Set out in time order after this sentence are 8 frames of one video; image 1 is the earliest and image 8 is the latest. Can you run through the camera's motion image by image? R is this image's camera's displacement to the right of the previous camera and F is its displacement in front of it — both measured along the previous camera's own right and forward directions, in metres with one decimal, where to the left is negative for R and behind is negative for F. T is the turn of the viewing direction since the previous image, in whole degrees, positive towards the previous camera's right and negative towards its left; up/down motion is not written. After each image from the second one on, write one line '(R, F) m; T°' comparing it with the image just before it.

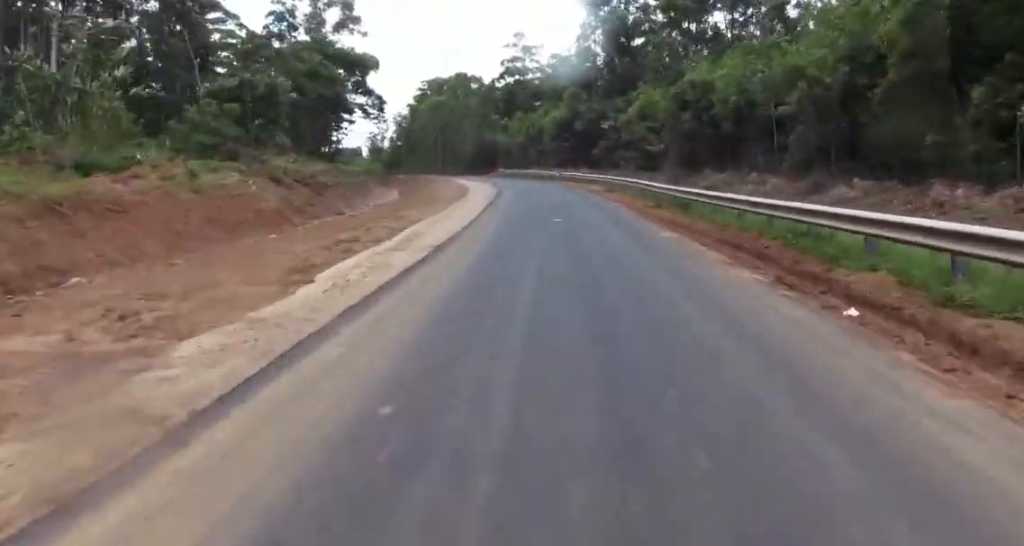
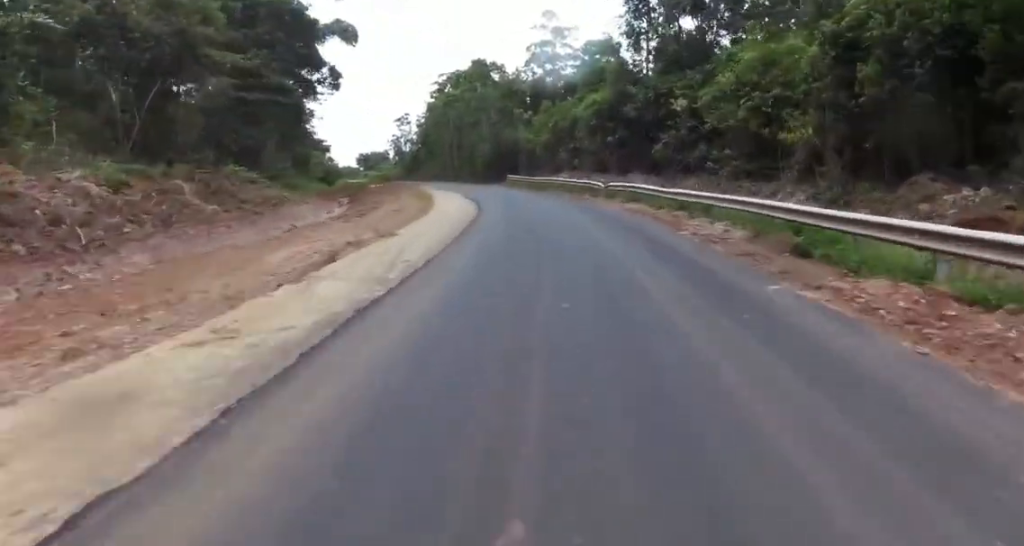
(+0.4, +22.4) m; -4°
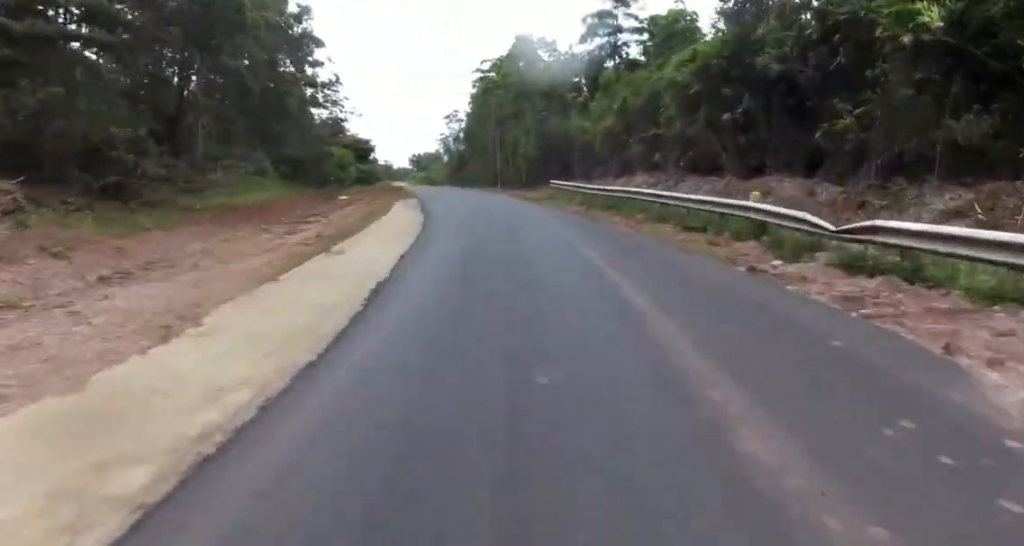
(-1.7, +21.2) m; -9°
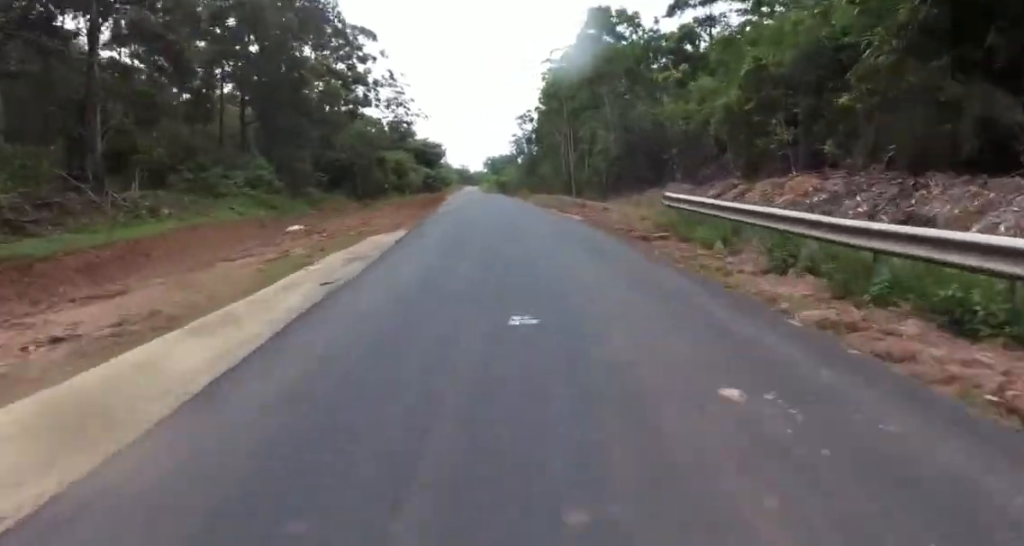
(-1.0, +16.7) m; -5°
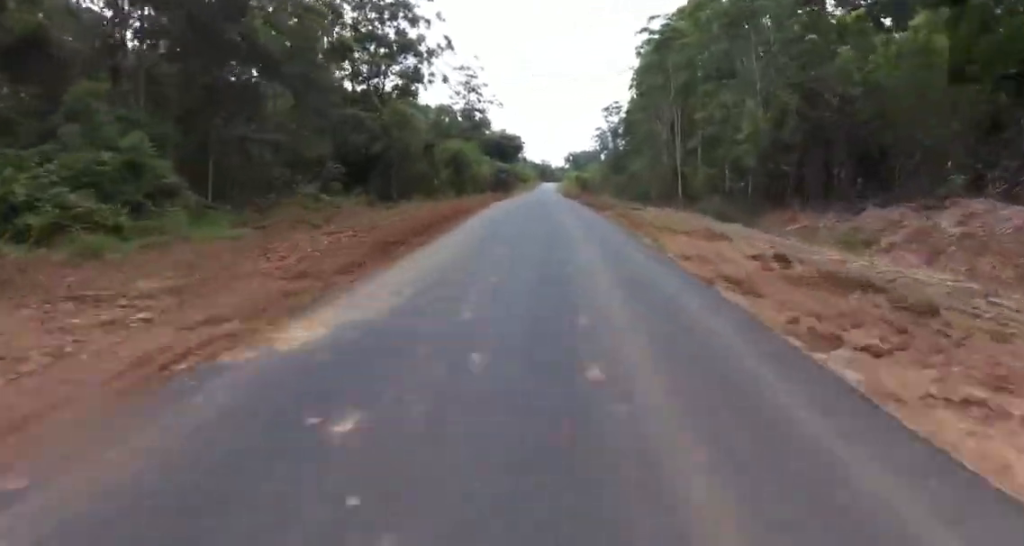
(-1.0, +24.3) m; -3°
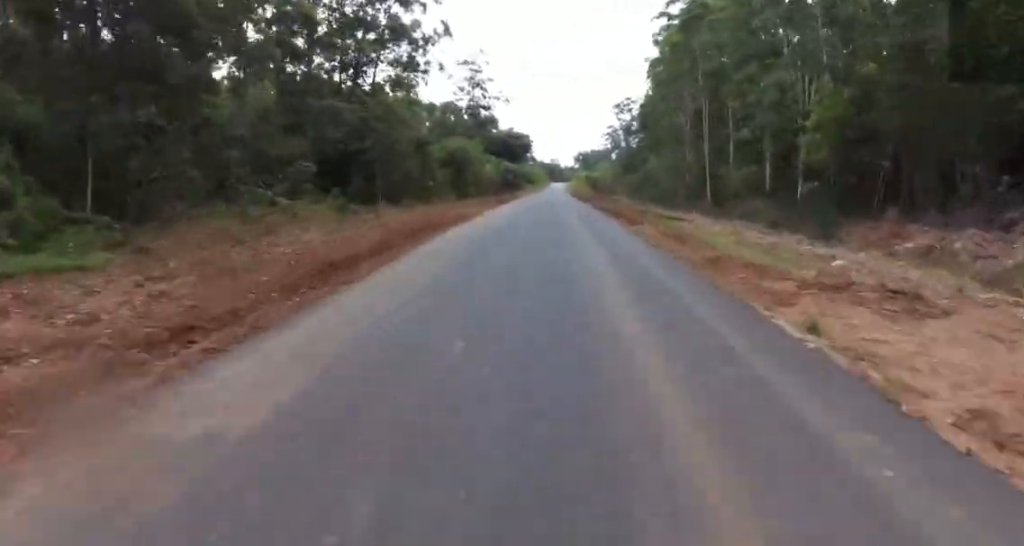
(0.0, +9.1) m; -1°
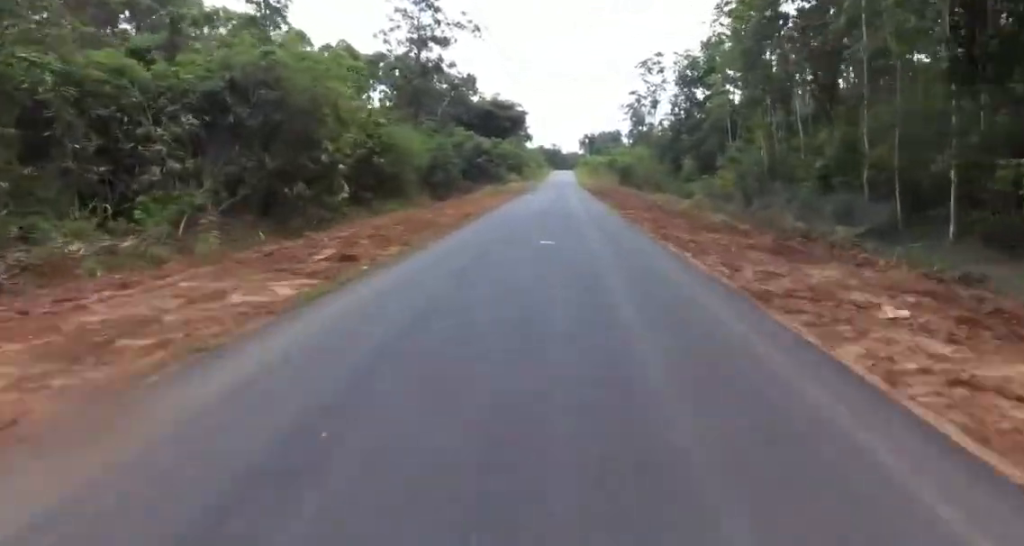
(+1.7, +64.2) m; +6°
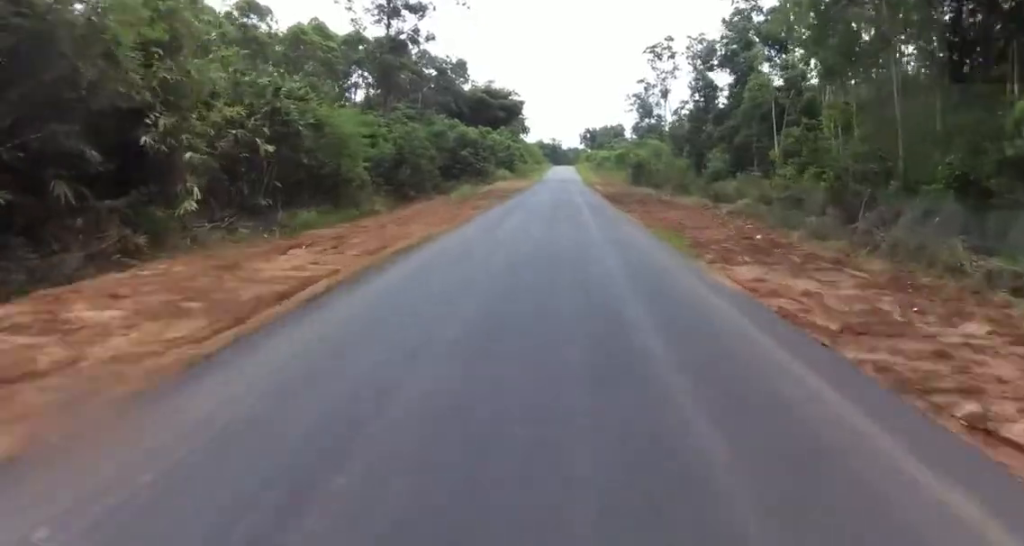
(+0.5, +16.8) m; +1°
